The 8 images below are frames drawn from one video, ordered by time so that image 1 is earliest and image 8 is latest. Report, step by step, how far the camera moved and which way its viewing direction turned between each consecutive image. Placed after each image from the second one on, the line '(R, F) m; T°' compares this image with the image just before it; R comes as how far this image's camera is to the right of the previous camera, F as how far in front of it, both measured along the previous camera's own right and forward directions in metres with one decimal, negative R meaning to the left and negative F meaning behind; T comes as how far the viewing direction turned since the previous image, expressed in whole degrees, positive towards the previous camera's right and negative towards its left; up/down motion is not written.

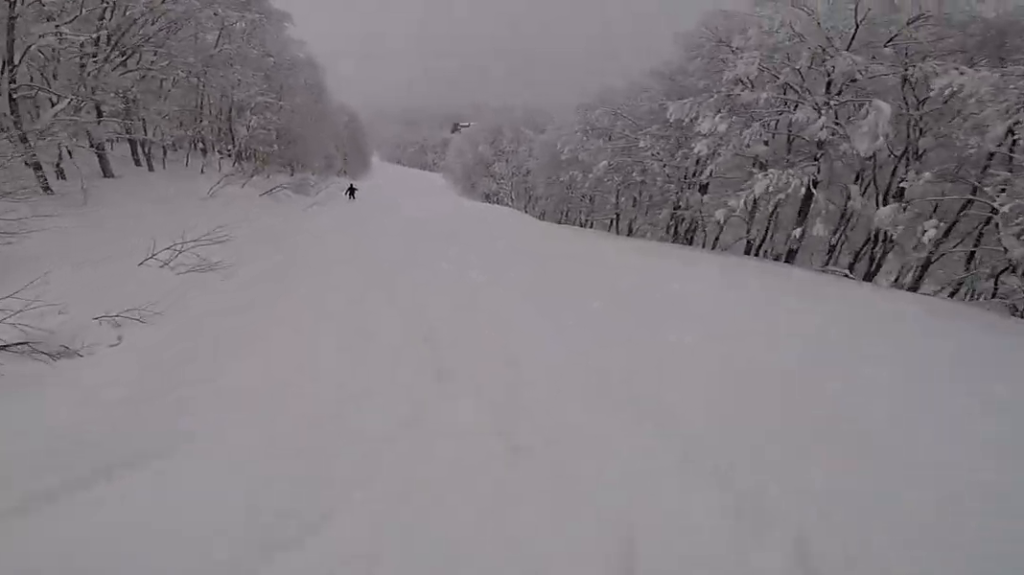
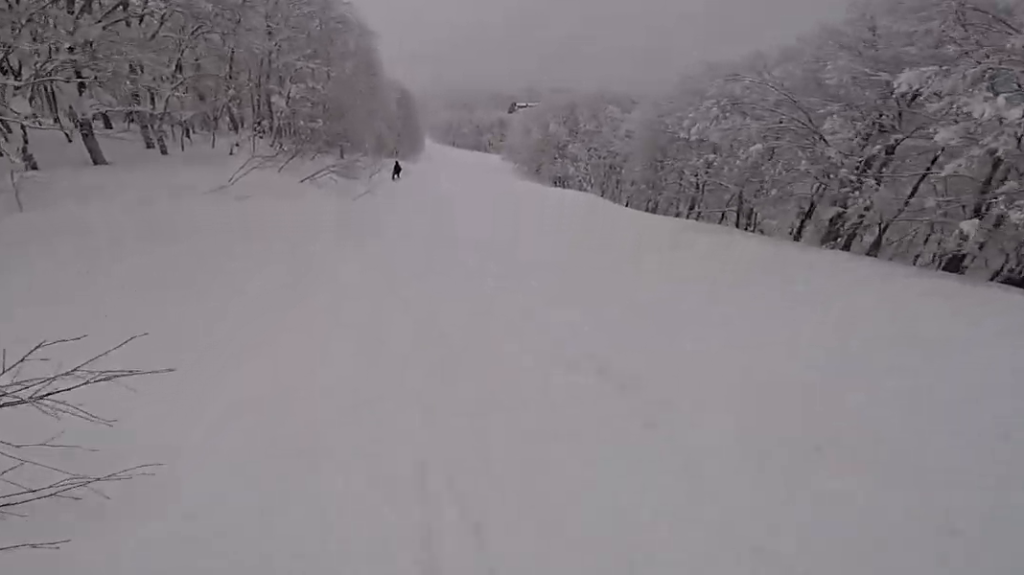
(0.0, +5.3) m; +4°
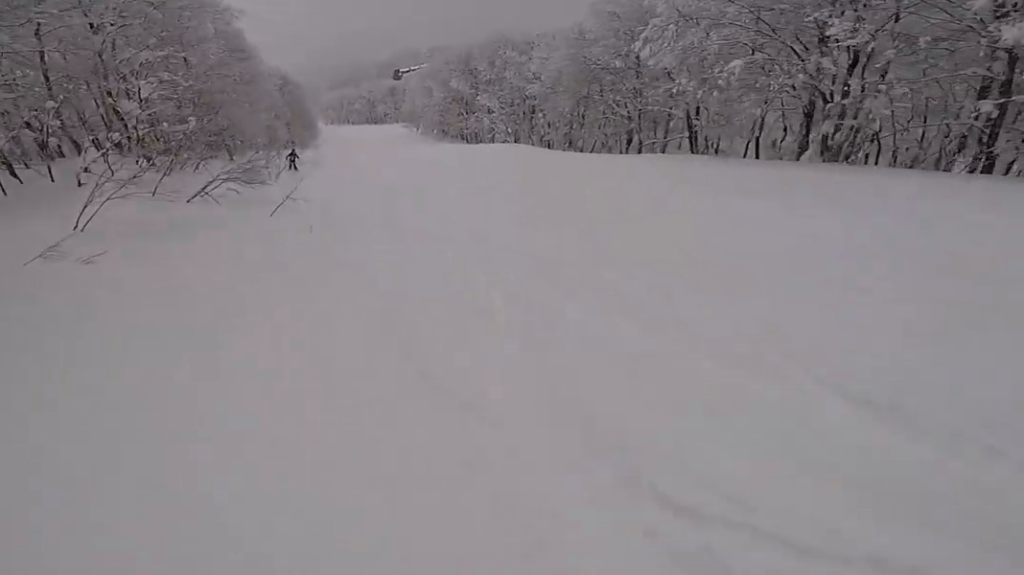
(+0.1, +4.9) m; +6°
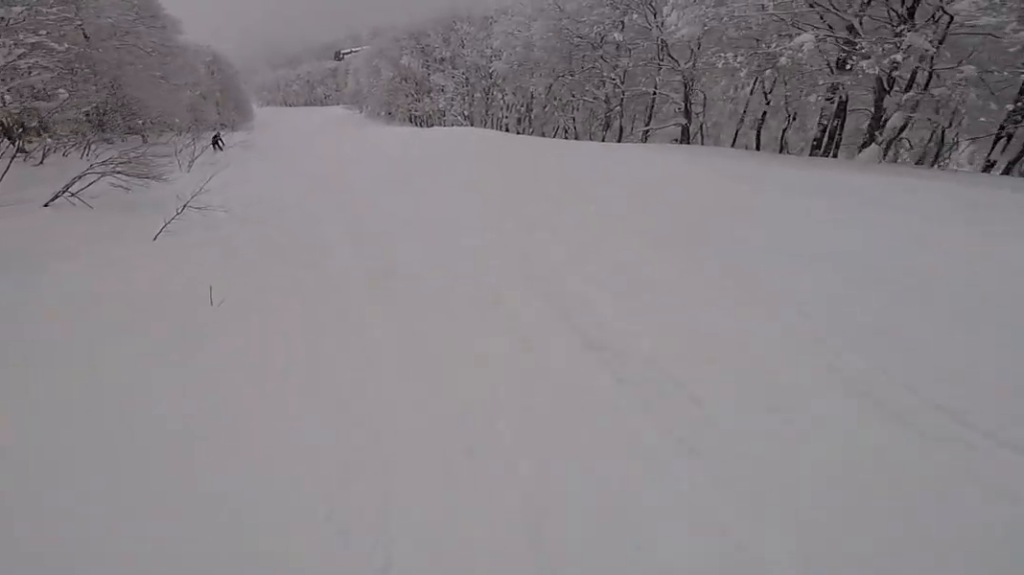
(+0.5, +5.0) m; +6°
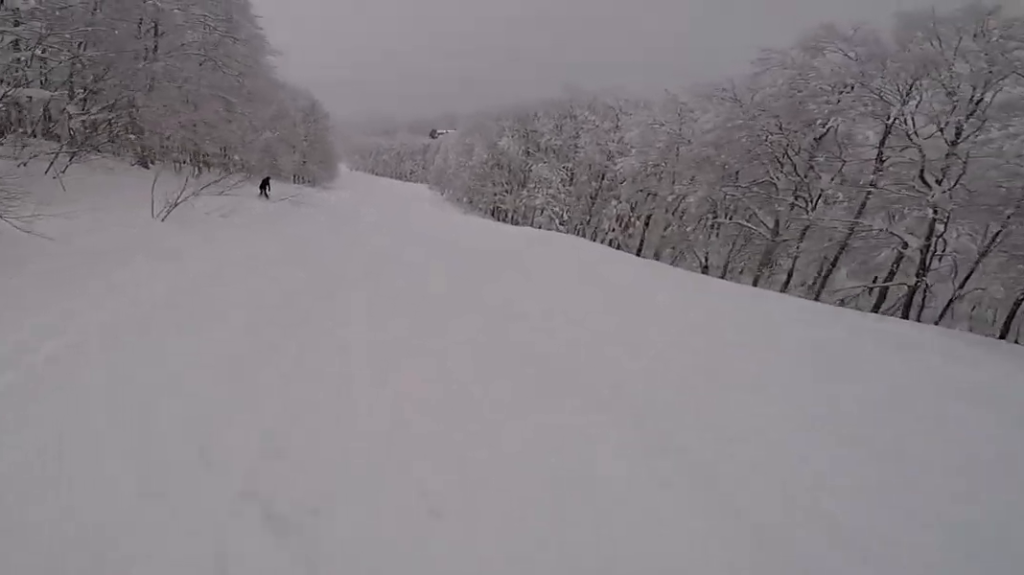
(0.0, +6.7) m; -14°
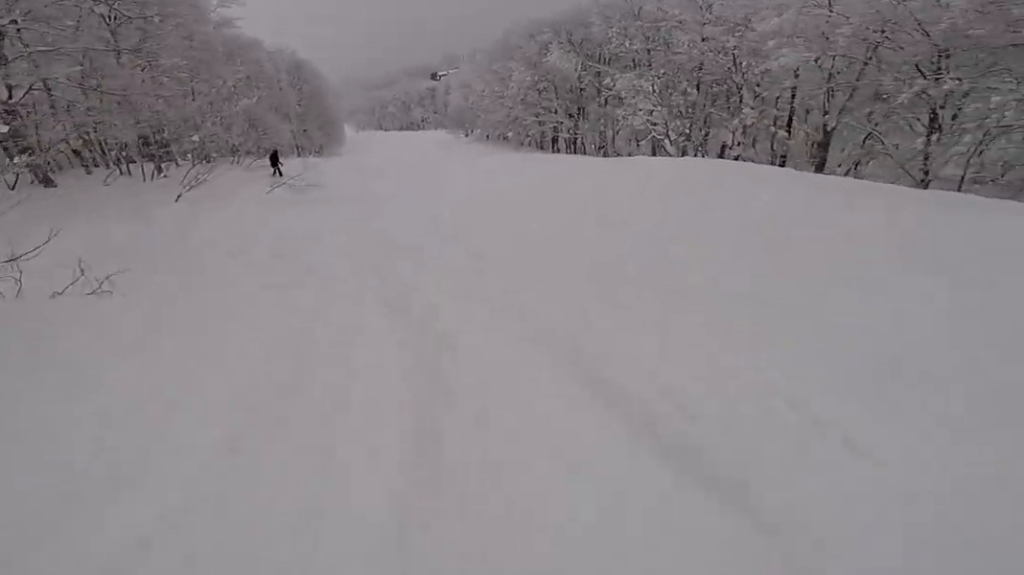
(-0.4, +7.9) m; +15°
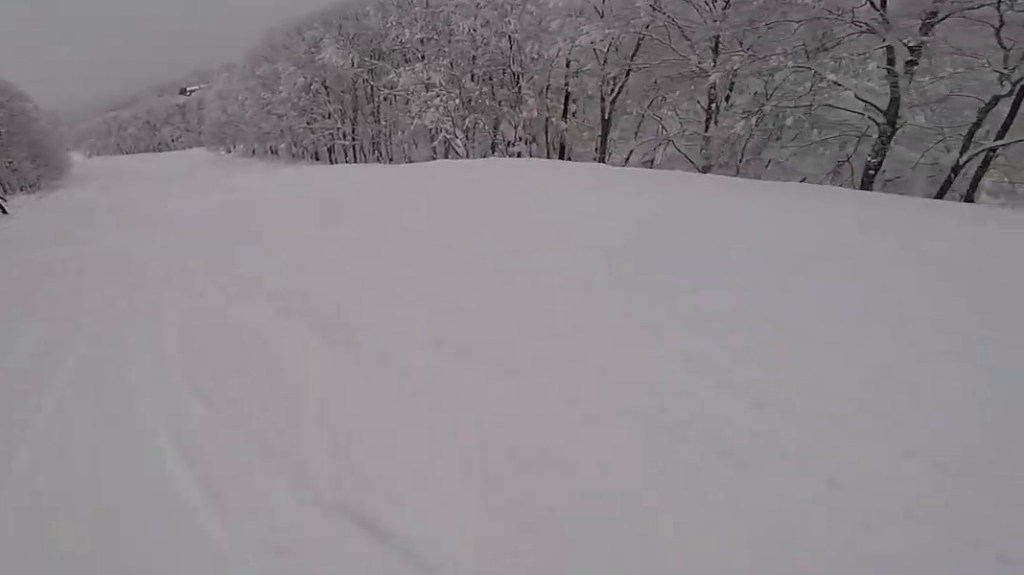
(+1.3, +4.6) m; +10°
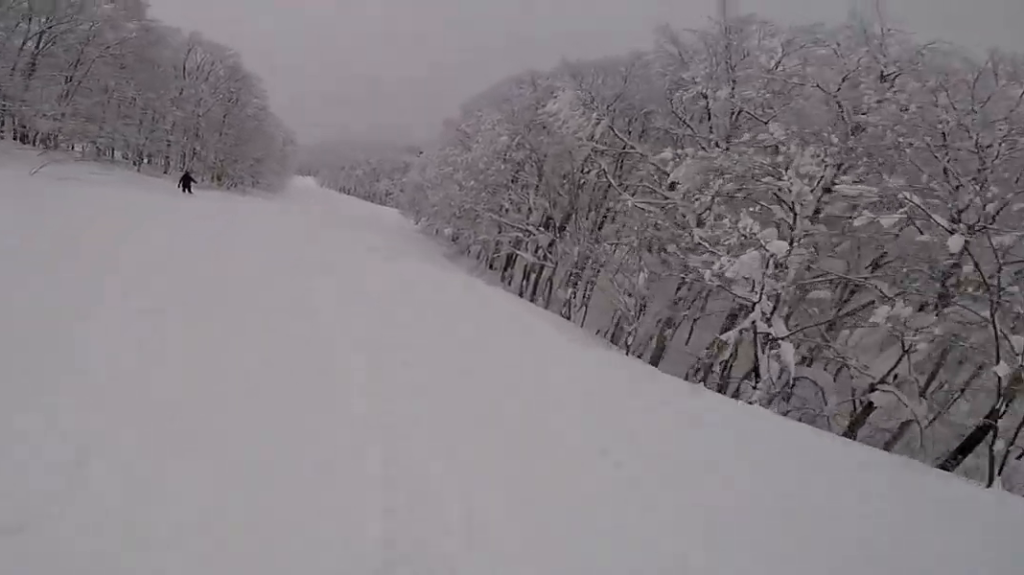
(-3.4, +10.1) m; -38°
